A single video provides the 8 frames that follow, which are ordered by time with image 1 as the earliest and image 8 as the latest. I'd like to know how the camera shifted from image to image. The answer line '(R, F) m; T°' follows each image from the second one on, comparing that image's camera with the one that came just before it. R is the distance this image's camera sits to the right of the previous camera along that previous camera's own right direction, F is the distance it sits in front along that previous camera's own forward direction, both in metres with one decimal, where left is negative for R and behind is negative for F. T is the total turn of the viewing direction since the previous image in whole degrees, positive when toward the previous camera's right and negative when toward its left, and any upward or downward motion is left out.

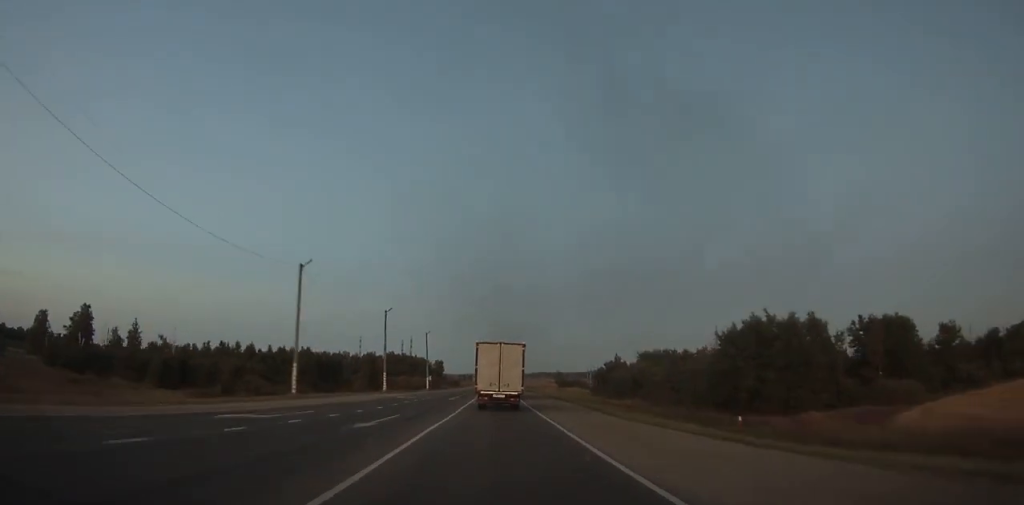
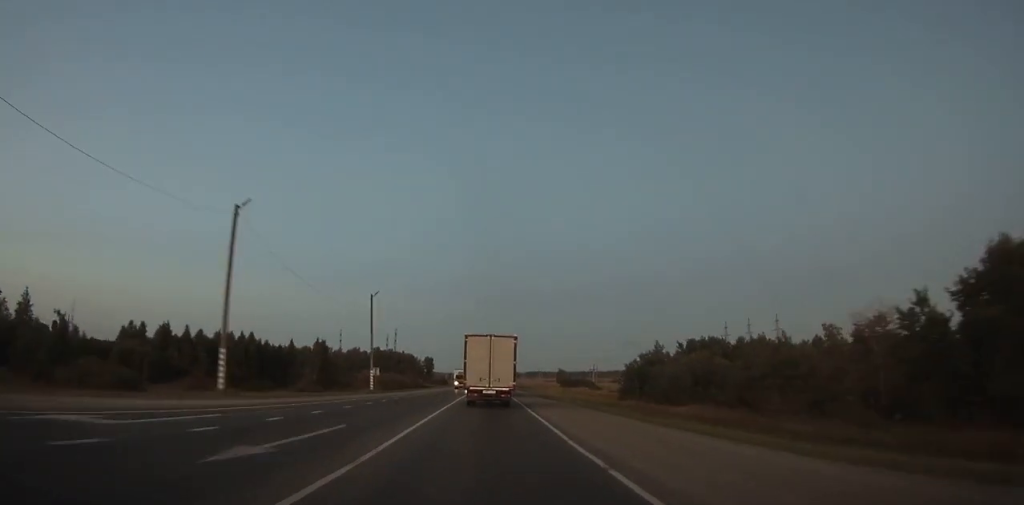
(+0.6, +37.8) m; +1°
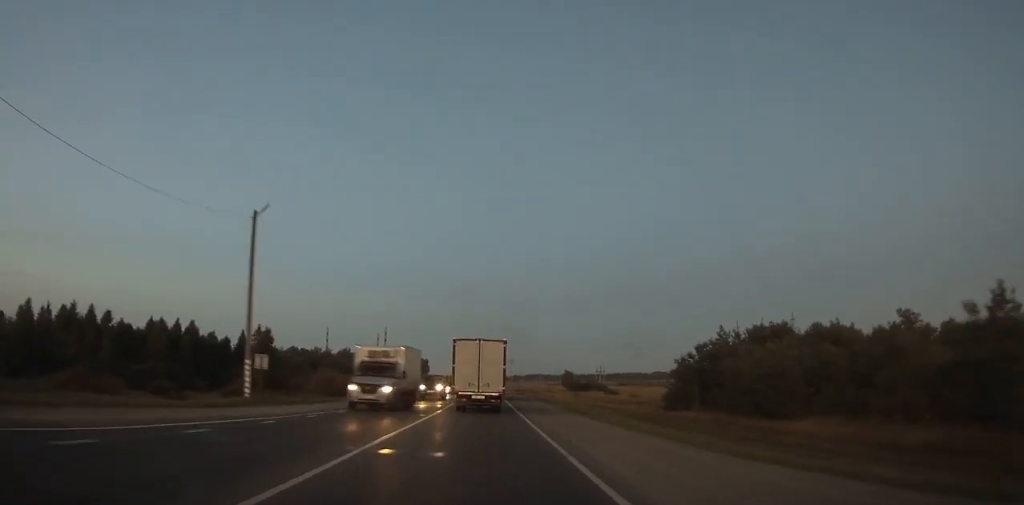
(+0.3, +28.0) m; 0°
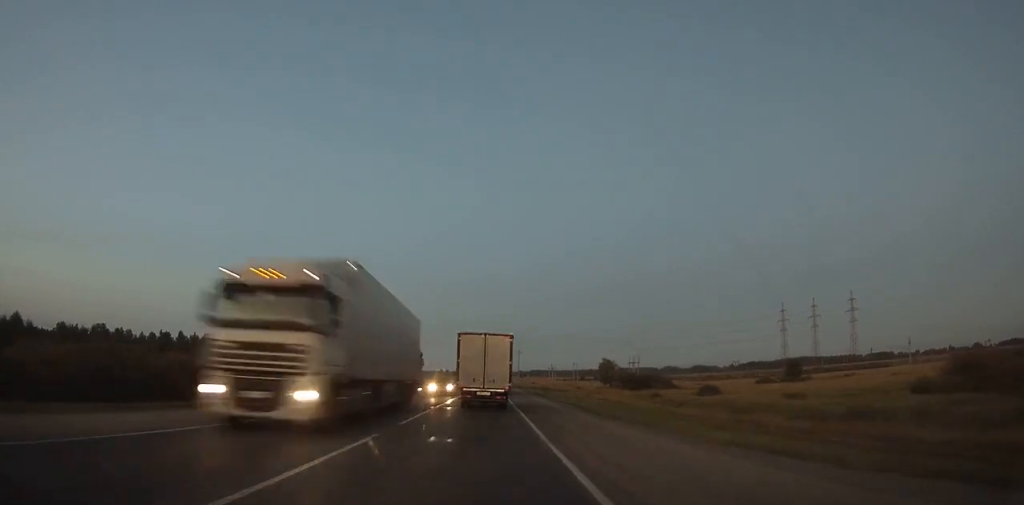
(-0.1, +73.0) m; 0°
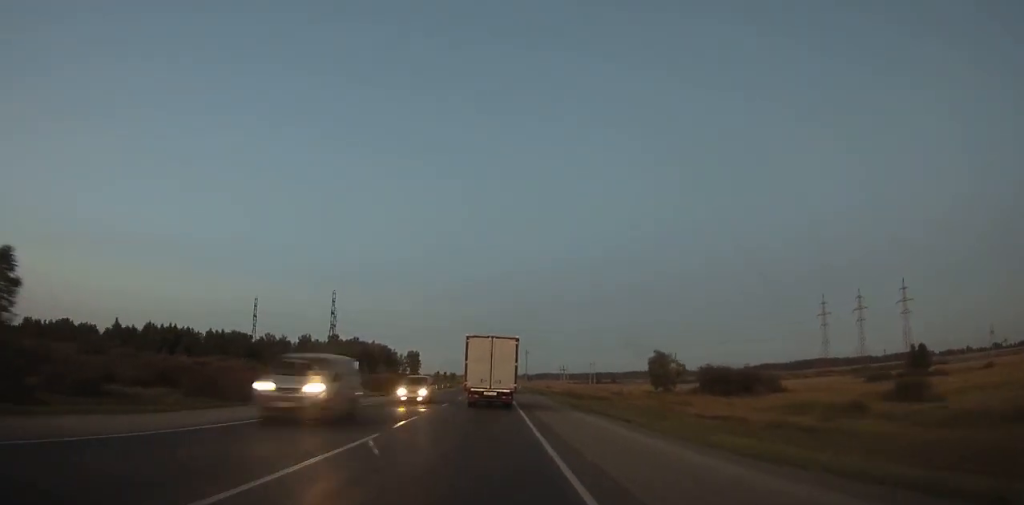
(-0.2, +46.9) m; 0°
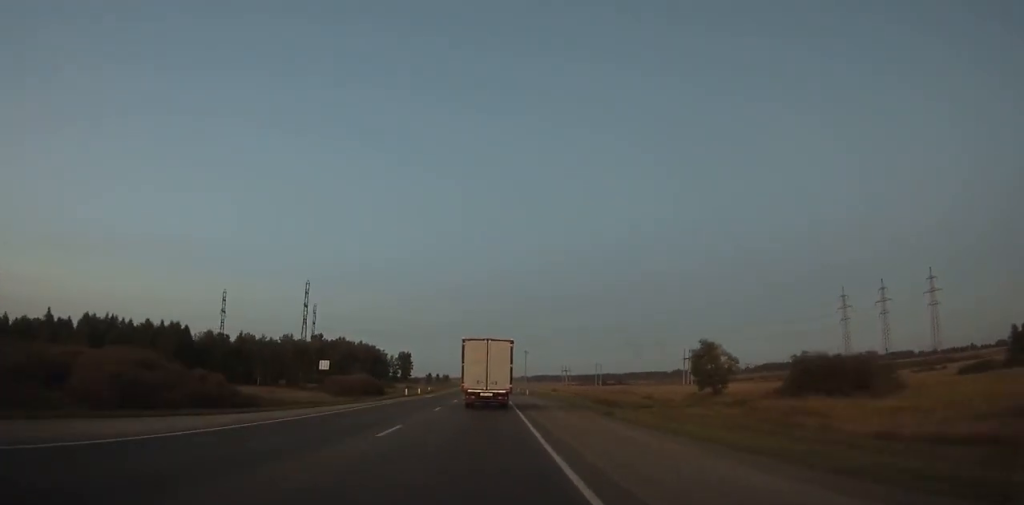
(+0.1, +26.0) m; 0°
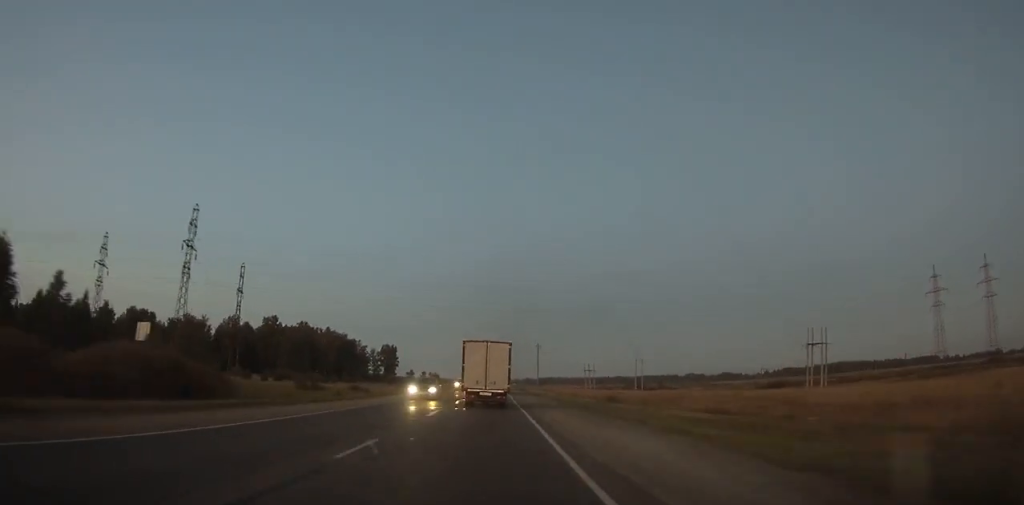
(-0.2, +74.5) m; 0°
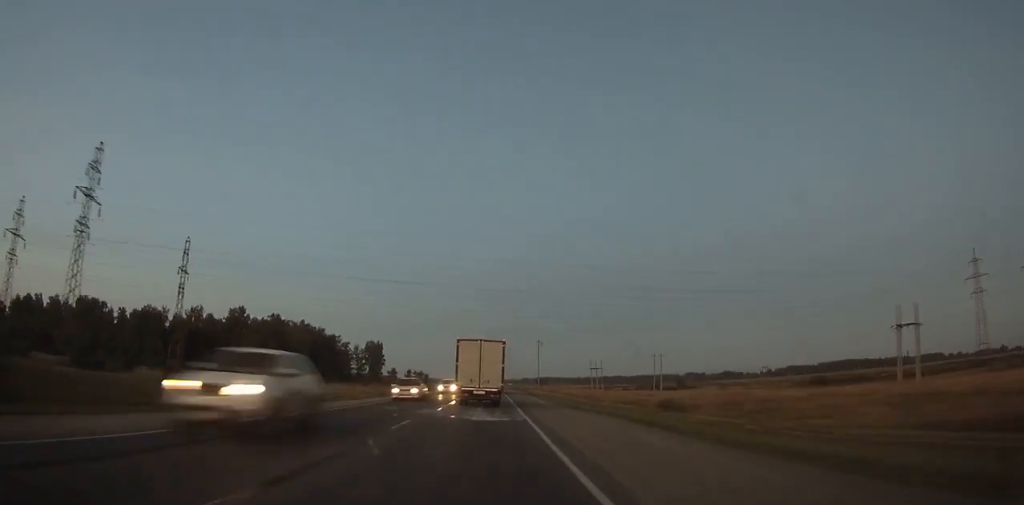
(0.0, +31.3) m; 0°
